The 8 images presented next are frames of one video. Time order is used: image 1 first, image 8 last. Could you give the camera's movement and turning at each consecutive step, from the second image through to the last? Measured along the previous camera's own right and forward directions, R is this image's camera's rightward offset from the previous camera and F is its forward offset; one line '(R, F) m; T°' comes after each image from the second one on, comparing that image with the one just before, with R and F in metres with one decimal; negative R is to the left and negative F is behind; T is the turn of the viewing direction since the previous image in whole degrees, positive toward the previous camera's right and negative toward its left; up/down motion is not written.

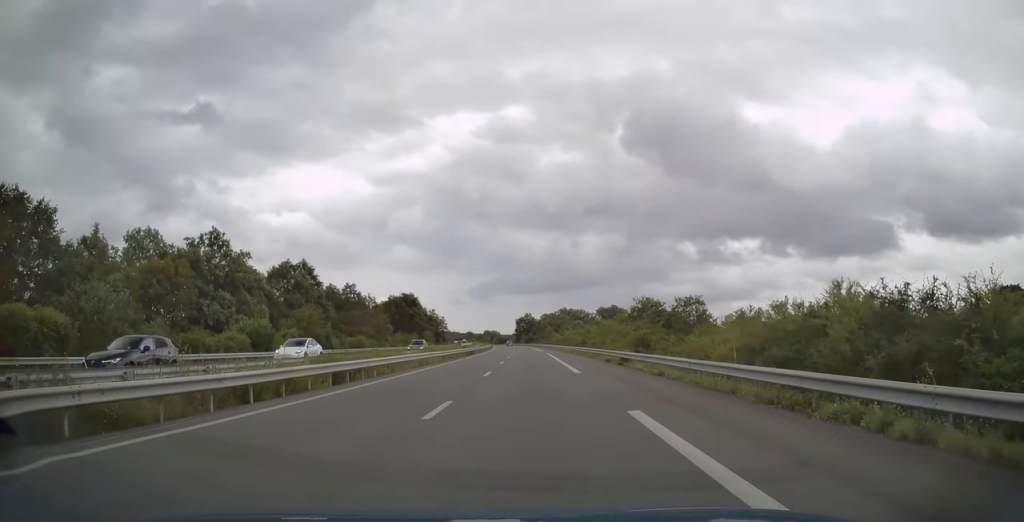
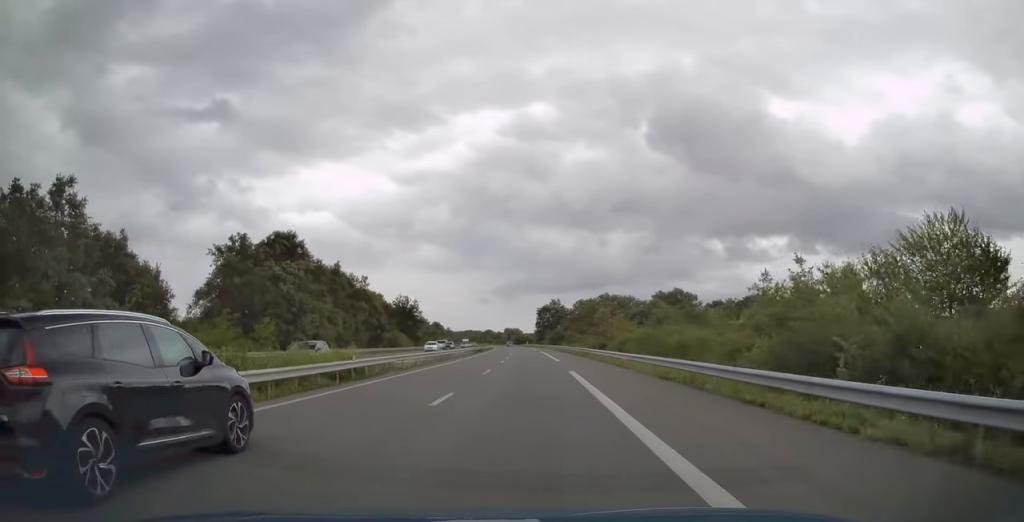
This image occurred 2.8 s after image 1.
(-0.7, +88.6) m; -2°
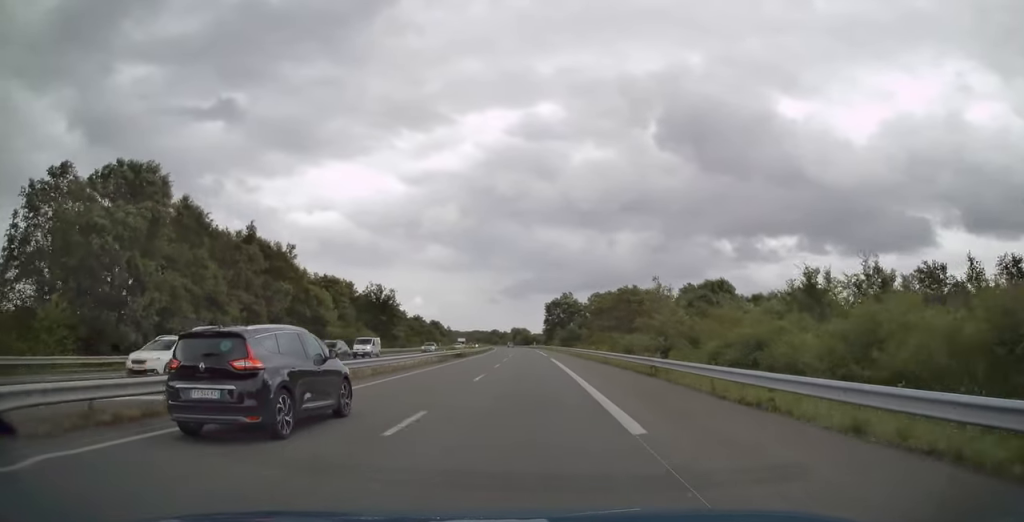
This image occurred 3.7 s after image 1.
(-0.4, +29.4) m; -1°
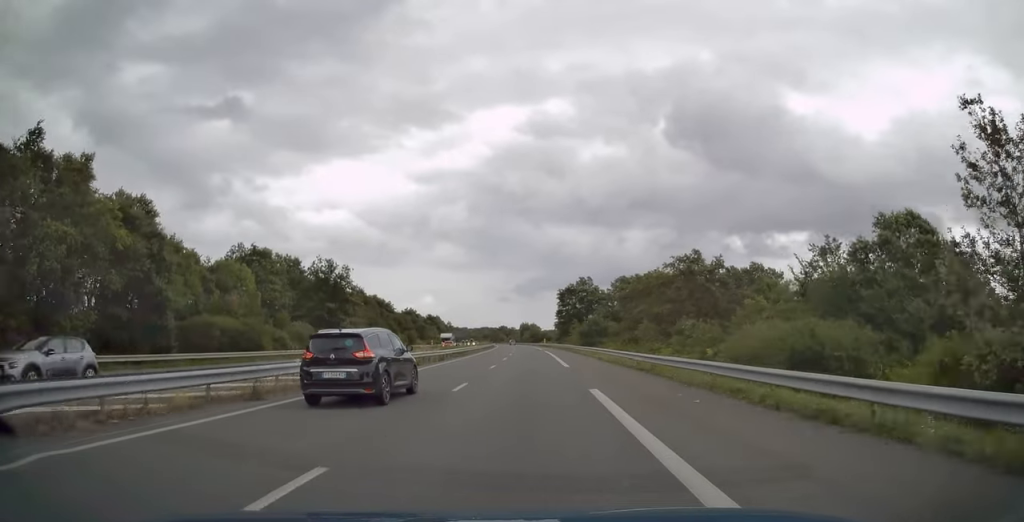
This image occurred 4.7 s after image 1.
(-0.2, +31.7) m; -1°
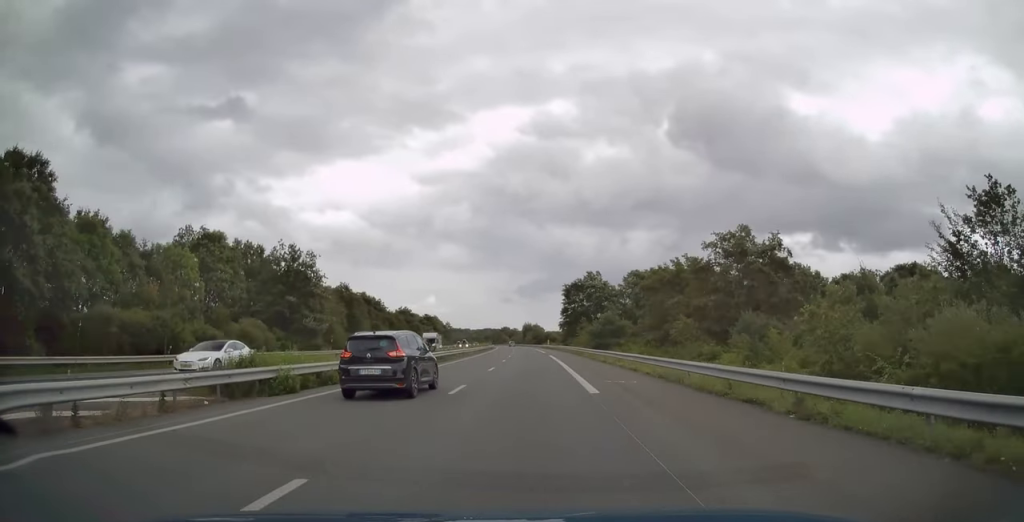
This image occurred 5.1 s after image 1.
(+0.1, +13.5) m; 0°
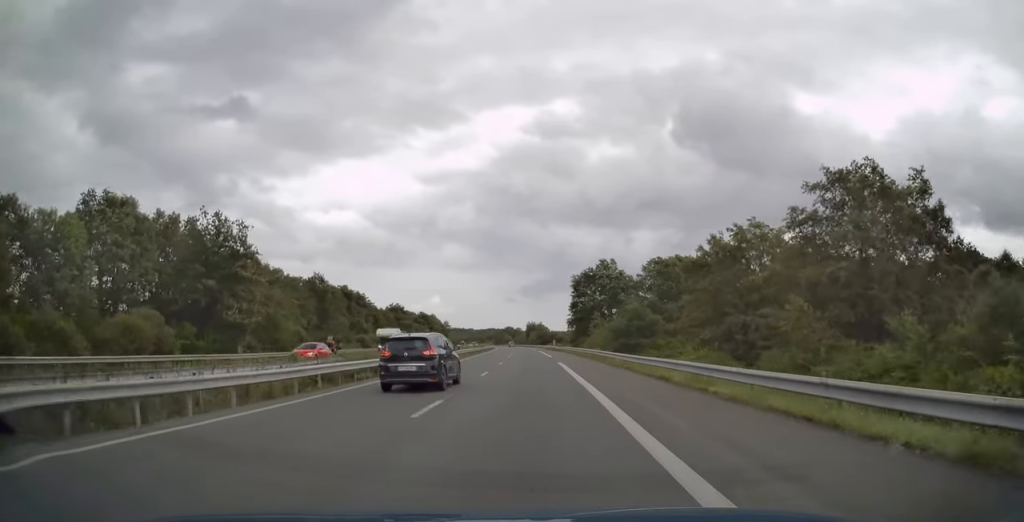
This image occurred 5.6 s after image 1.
(-0.2, +17.8) m; -1°
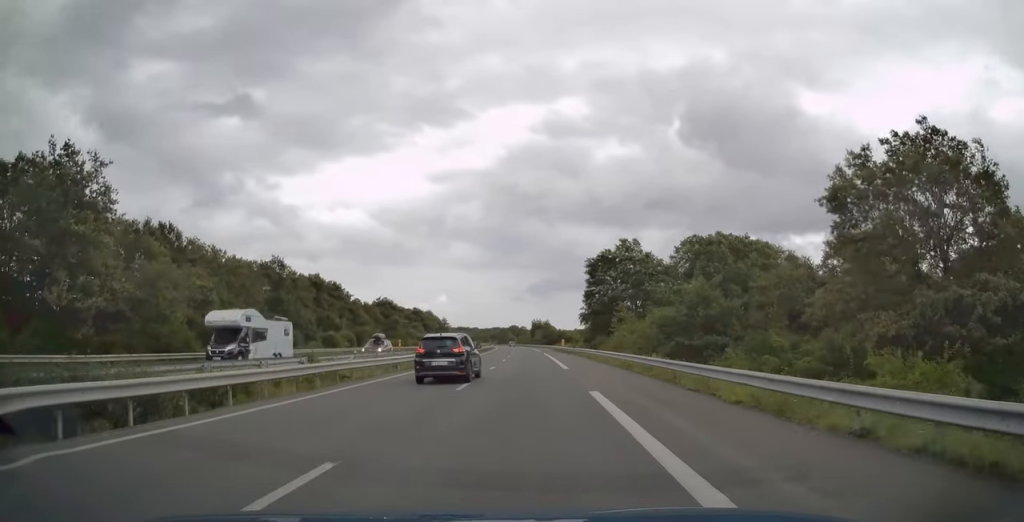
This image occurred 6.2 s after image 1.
(-0.1, +20.4) m; -1°
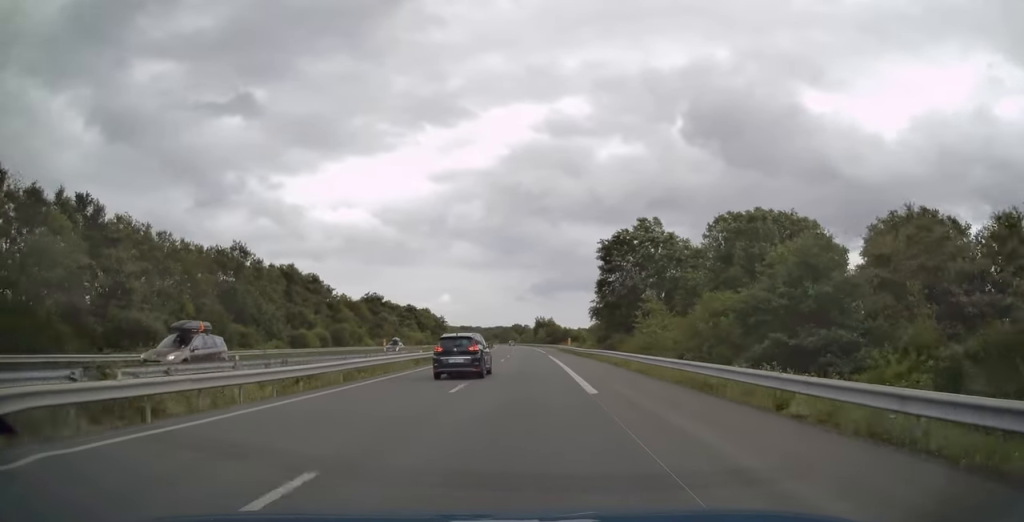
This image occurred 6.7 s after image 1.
(-0.2, +13.5) m; 0°
